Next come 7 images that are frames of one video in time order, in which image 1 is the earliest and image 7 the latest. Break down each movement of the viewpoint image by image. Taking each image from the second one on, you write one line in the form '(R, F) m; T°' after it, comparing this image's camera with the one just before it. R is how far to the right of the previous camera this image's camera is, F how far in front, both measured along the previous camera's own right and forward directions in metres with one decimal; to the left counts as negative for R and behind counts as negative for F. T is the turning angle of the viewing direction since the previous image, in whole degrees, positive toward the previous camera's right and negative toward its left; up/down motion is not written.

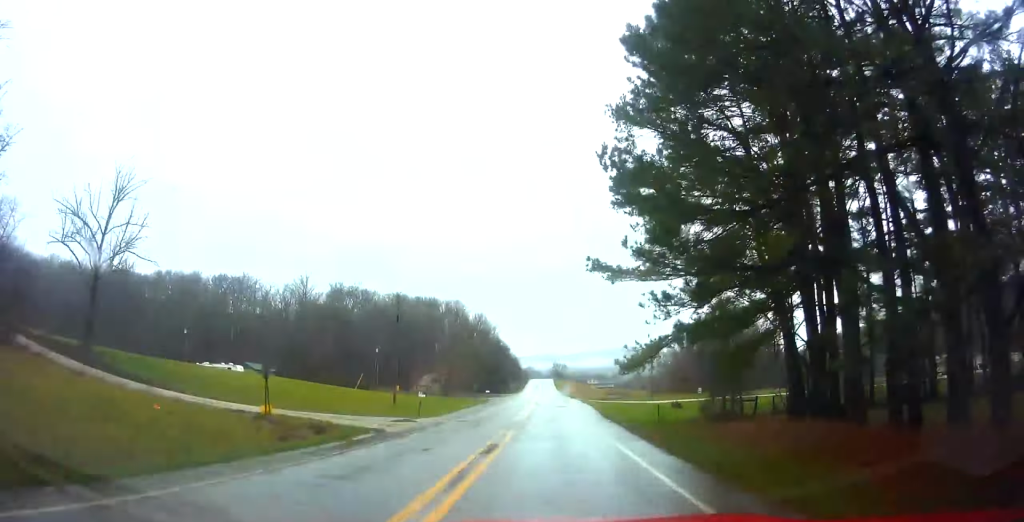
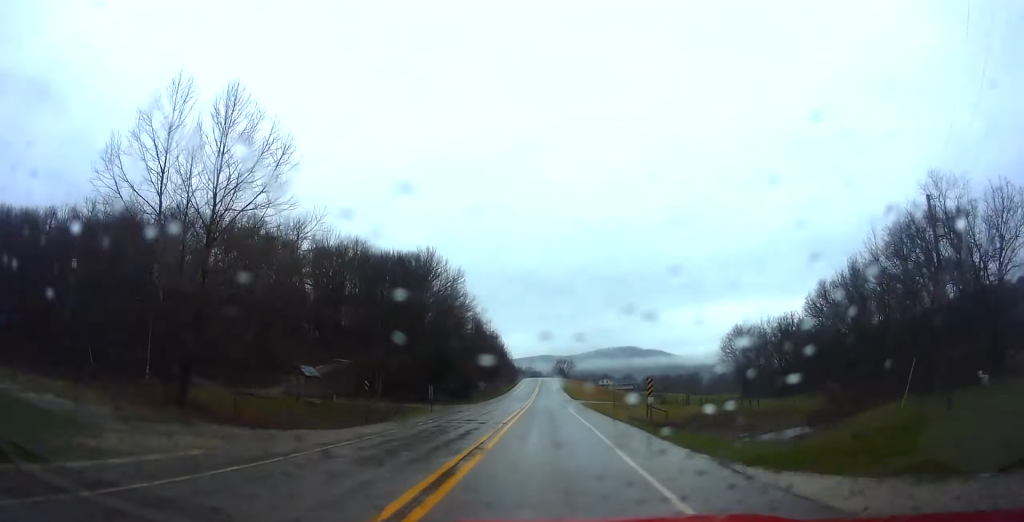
(+0.5, +78.3) m; 0°
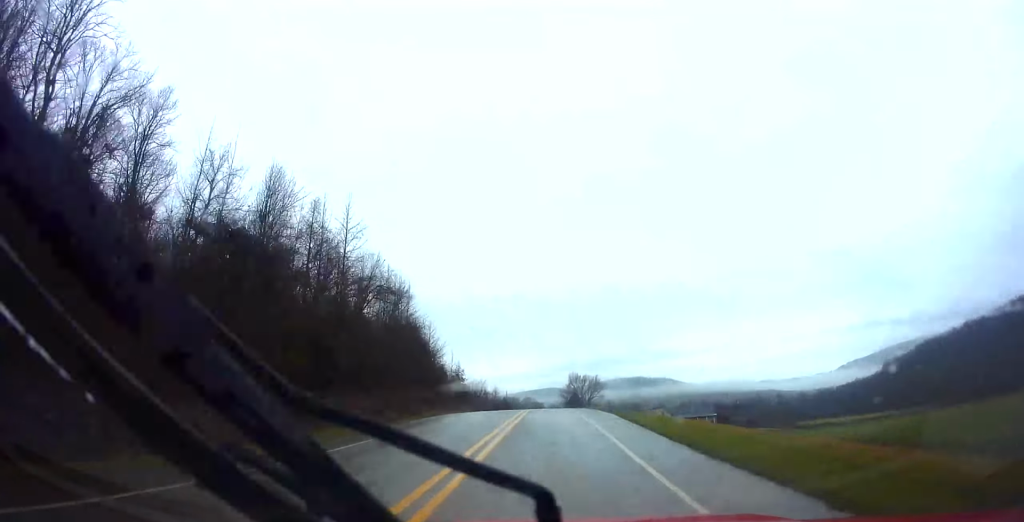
(-0.2, +145.2) m; 0°
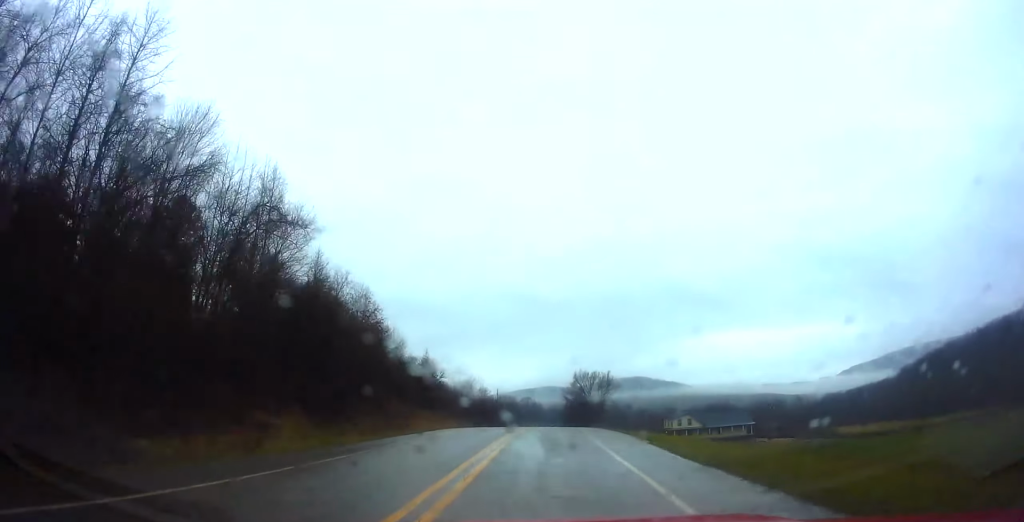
(+0.2, +34.7) m; 0°
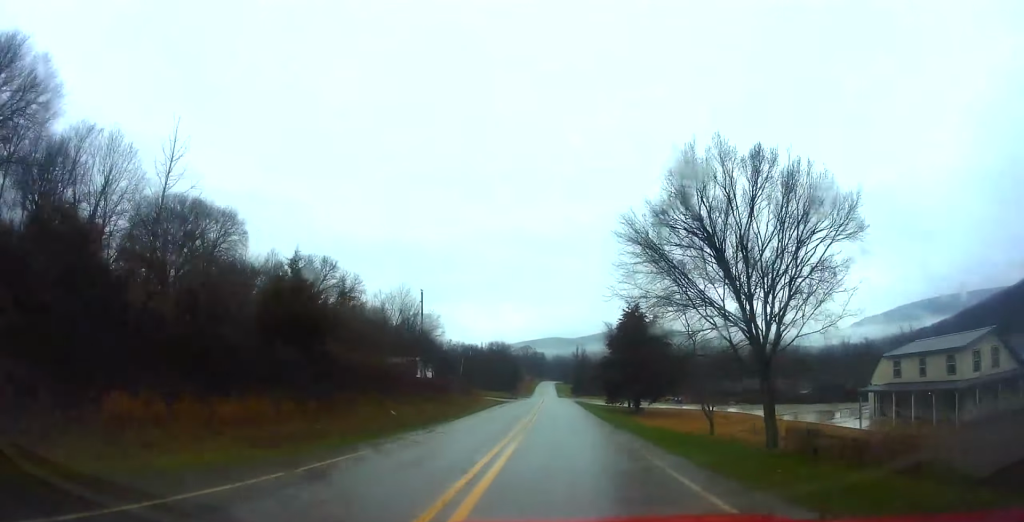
(-0.6, +105.4) m; 0°
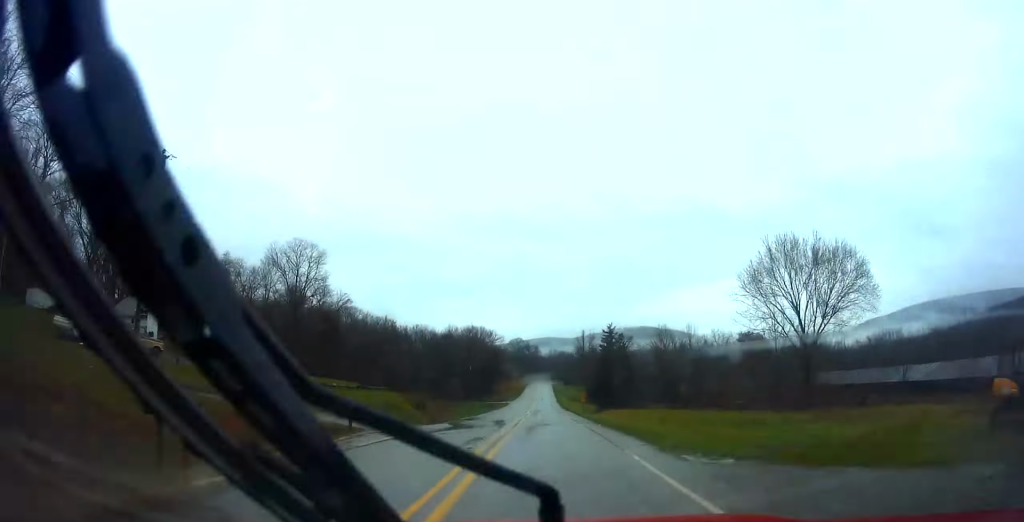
(+0.7, +89.7) m; 0°
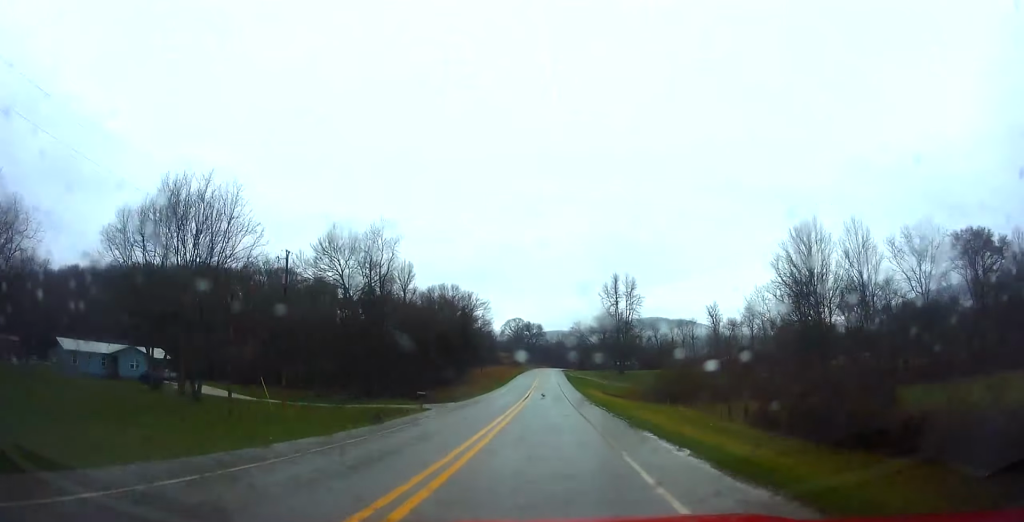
(-0.4, +92.3) m; 0°
